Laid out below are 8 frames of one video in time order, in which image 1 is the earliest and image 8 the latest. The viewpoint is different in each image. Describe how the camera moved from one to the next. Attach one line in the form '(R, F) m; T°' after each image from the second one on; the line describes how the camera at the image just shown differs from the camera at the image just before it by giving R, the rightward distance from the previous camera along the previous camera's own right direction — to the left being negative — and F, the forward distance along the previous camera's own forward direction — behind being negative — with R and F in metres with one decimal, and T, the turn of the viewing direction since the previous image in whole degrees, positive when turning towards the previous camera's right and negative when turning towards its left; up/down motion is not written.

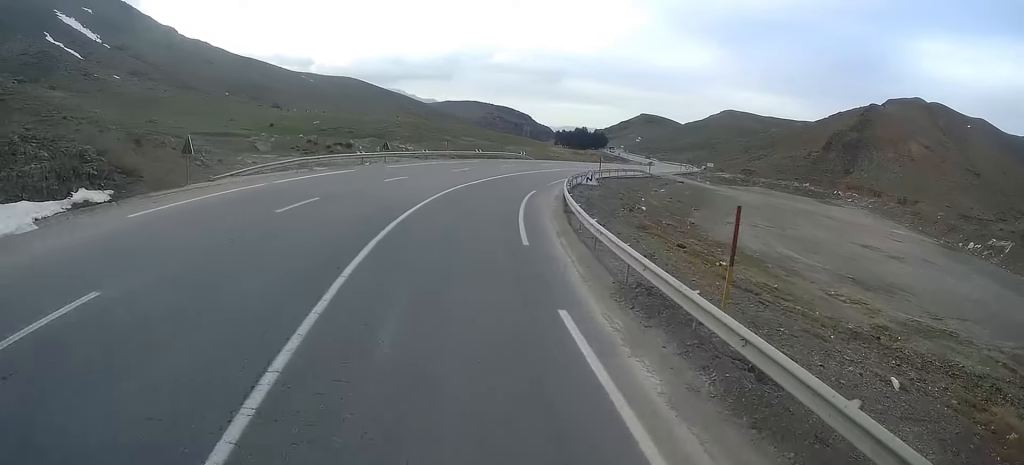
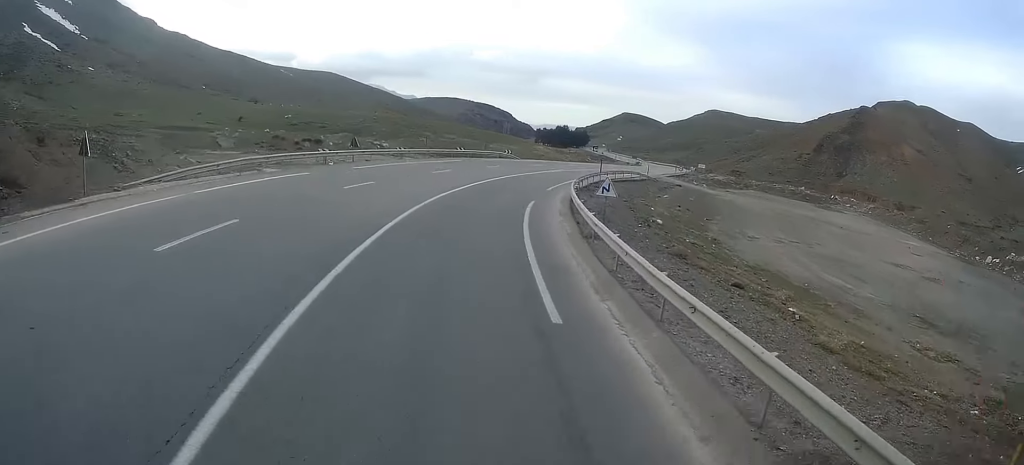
(+0.1, +6.7) m; +3°
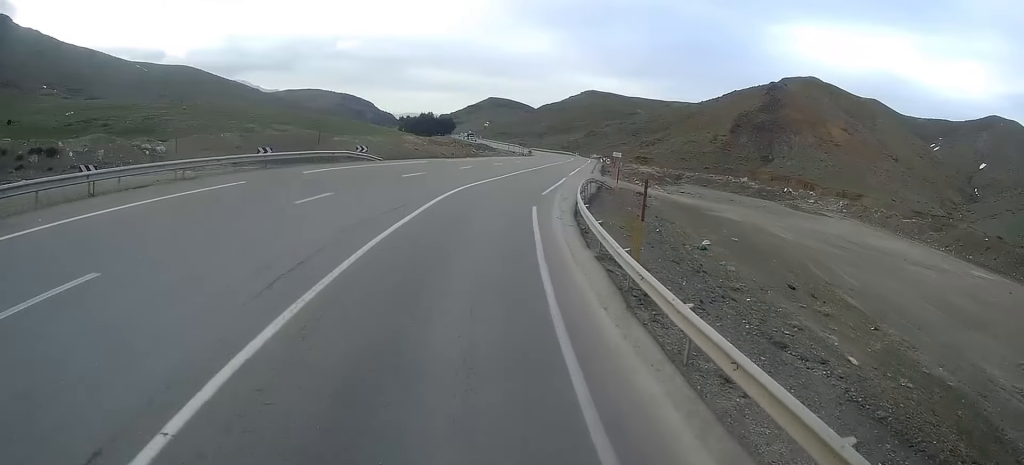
(+4.6, +29.9) m; +15°
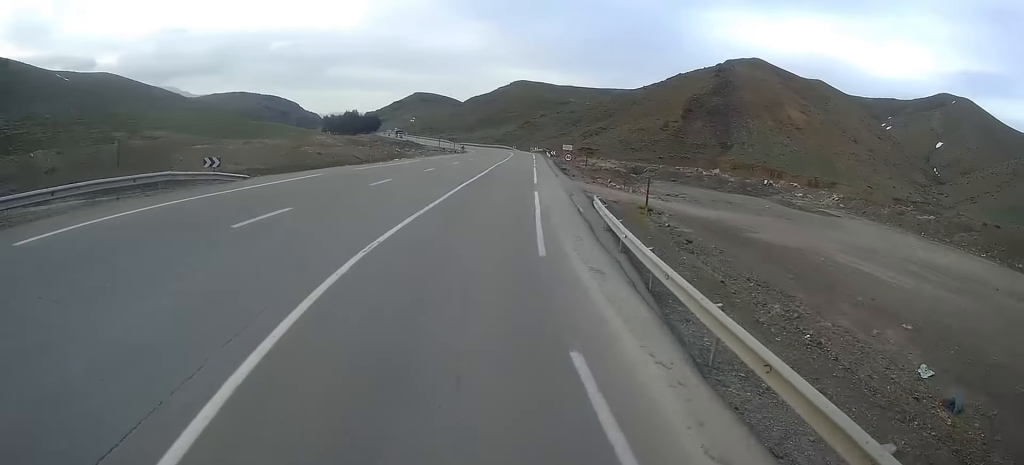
(+0.6, +16.4) m; +5°
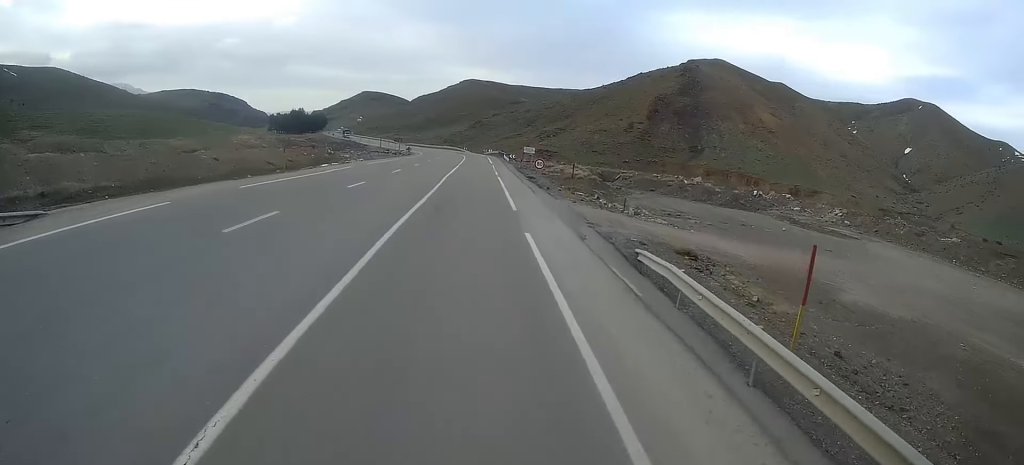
(+0.2, +12.2) m; +4°
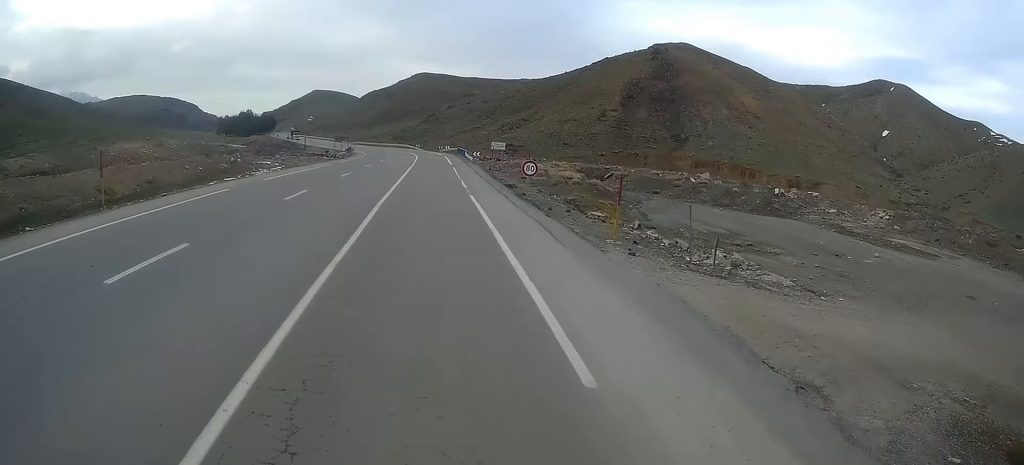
(+1.0, +16.9) m; +4°
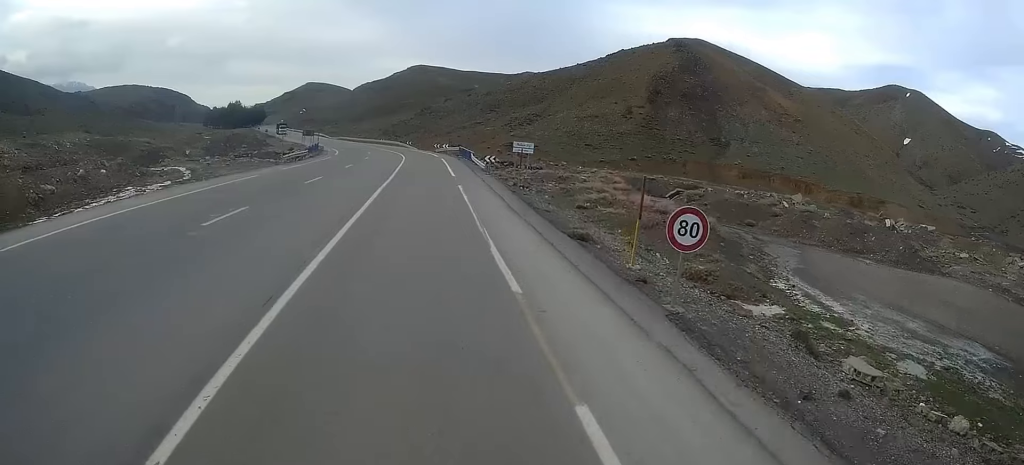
(+0.2, +20.4) m; +2°
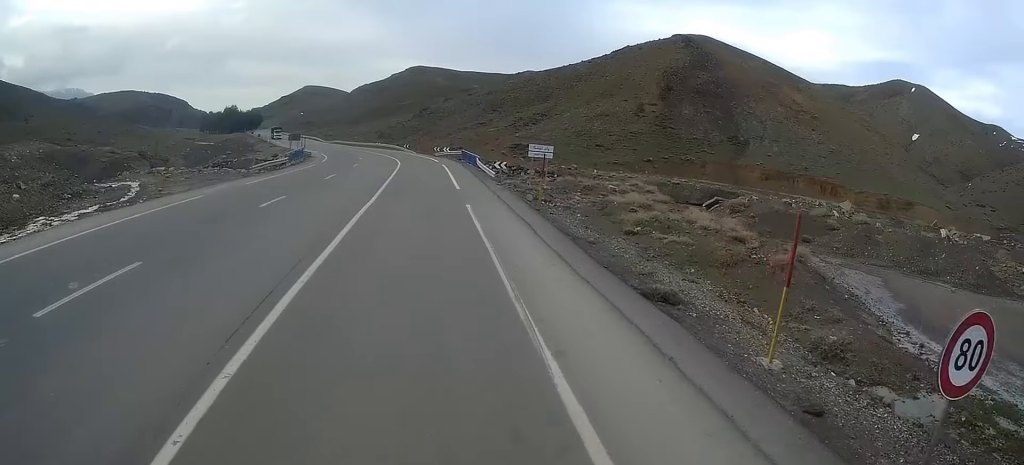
(+0.1, +7.4) m; +1°
